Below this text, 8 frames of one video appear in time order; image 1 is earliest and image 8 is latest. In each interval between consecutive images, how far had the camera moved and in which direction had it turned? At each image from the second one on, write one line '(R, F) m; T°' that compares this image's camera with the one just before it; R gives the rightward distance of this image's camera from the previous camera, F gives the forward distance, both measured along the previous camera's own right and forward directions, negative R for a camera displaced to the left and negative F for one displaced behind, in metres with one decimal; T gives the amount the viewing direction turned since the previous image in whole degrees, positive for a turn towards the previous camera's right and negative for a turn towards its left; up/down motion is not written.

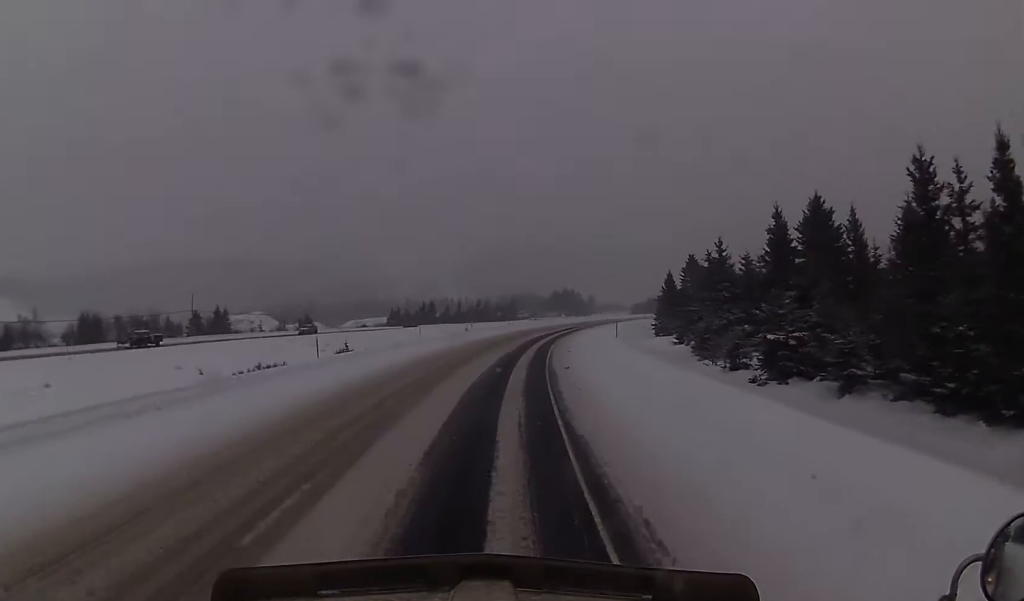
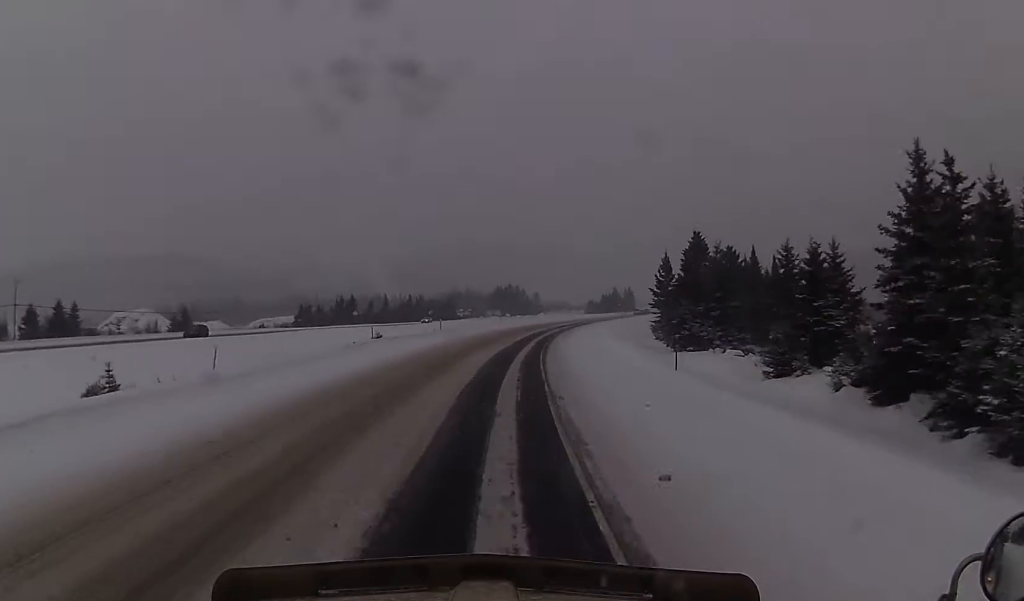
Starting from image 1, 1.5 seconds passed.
(+1.7, +40.6) m; +5°
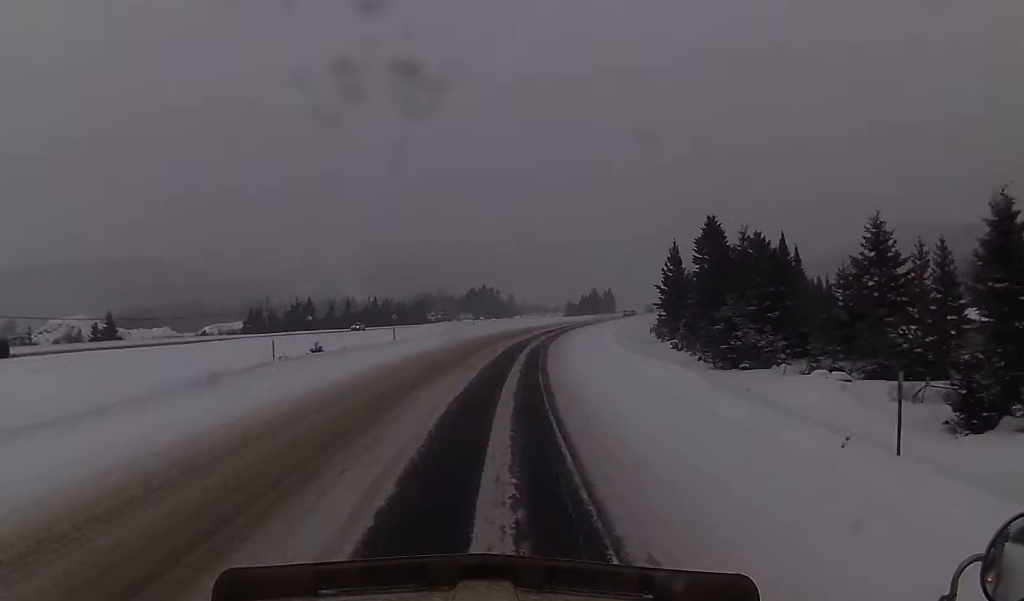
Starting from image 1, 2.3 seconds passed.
(+0.4, +19.3) m; +2°
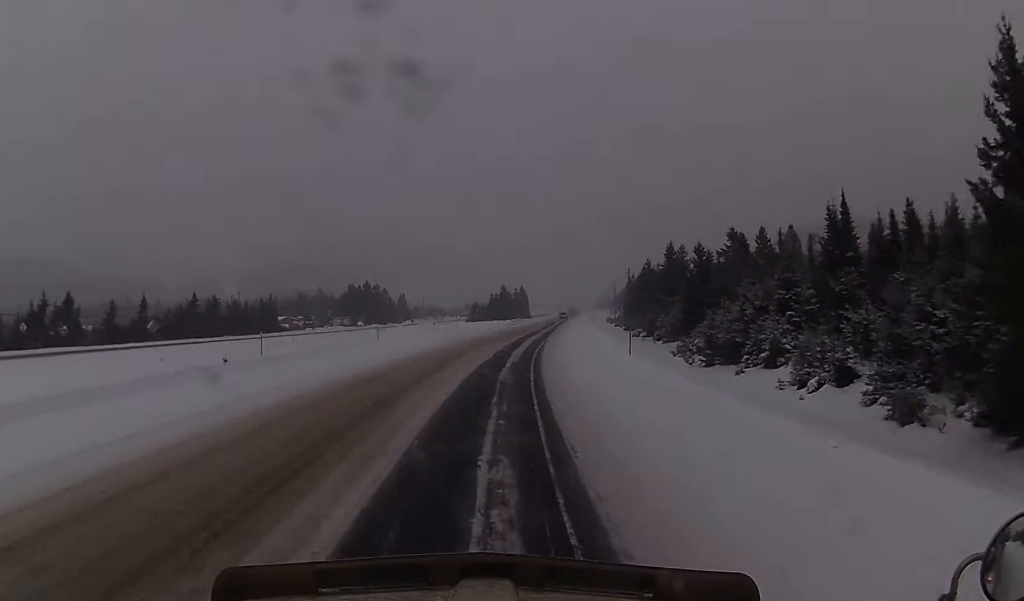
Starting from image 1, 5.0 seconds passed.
(+5.0, +70.0) m; +8°
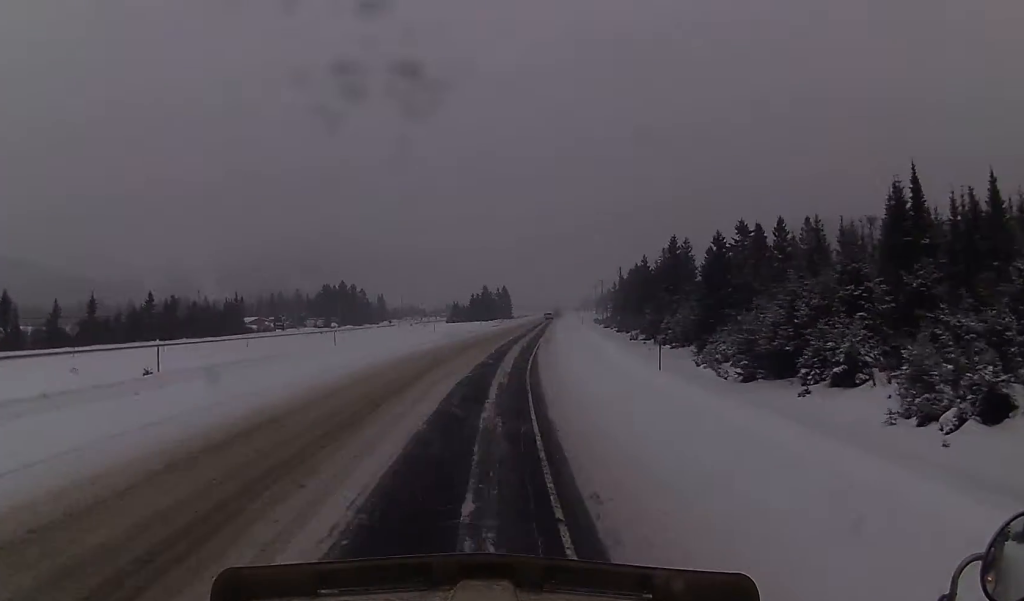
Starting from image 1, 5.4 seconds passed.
(+0.2, +12.0) m; +1°
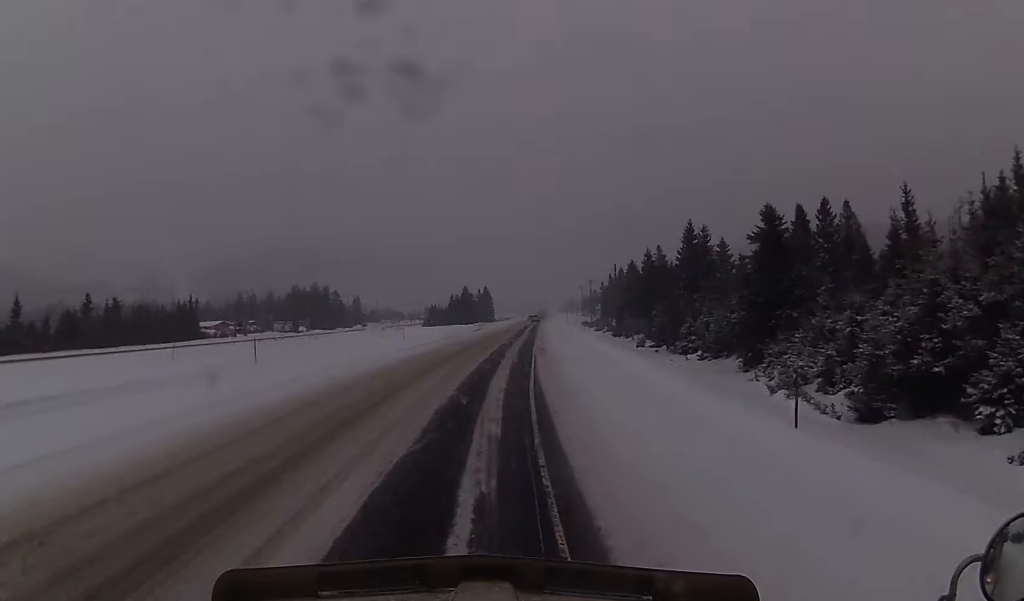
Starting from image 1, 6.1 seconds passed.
(-0.1, +16.2) m; +2°
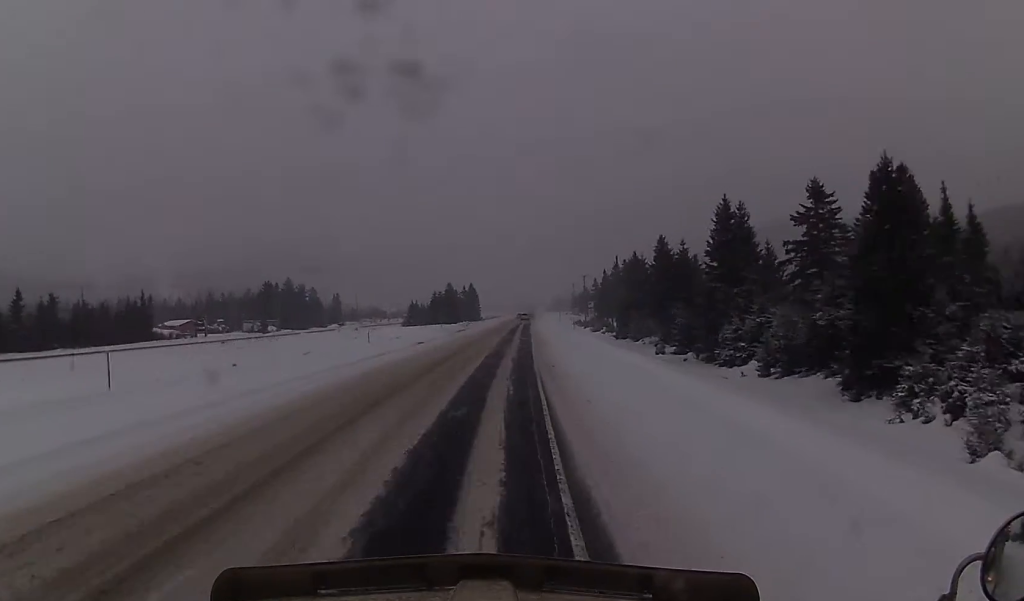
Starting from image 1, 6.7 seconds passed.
(+0.2, +16.1) m; +2°
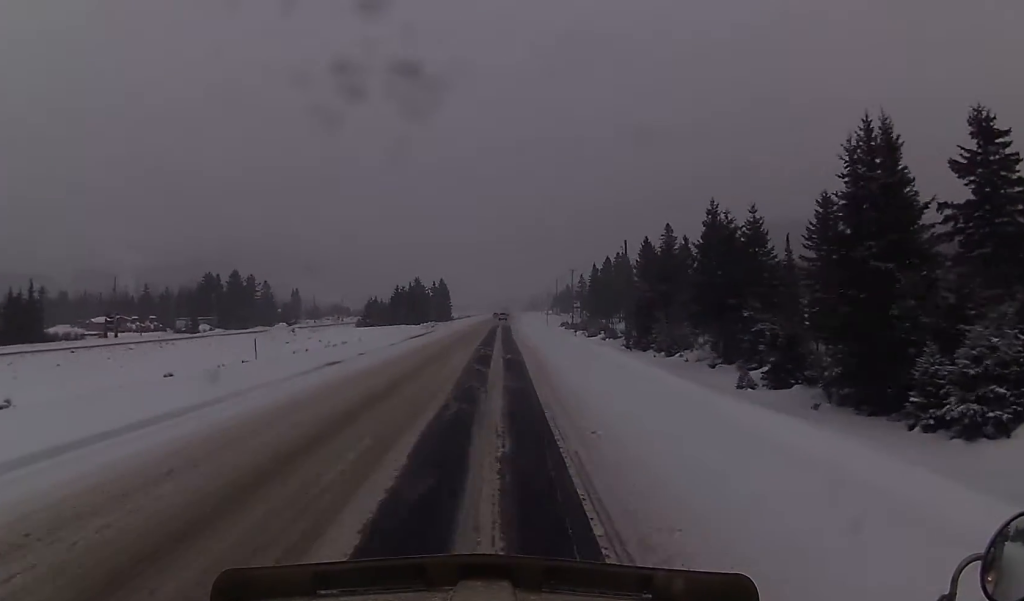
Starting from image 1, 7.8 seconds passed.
(+1.0, +28.6) m; +2°
